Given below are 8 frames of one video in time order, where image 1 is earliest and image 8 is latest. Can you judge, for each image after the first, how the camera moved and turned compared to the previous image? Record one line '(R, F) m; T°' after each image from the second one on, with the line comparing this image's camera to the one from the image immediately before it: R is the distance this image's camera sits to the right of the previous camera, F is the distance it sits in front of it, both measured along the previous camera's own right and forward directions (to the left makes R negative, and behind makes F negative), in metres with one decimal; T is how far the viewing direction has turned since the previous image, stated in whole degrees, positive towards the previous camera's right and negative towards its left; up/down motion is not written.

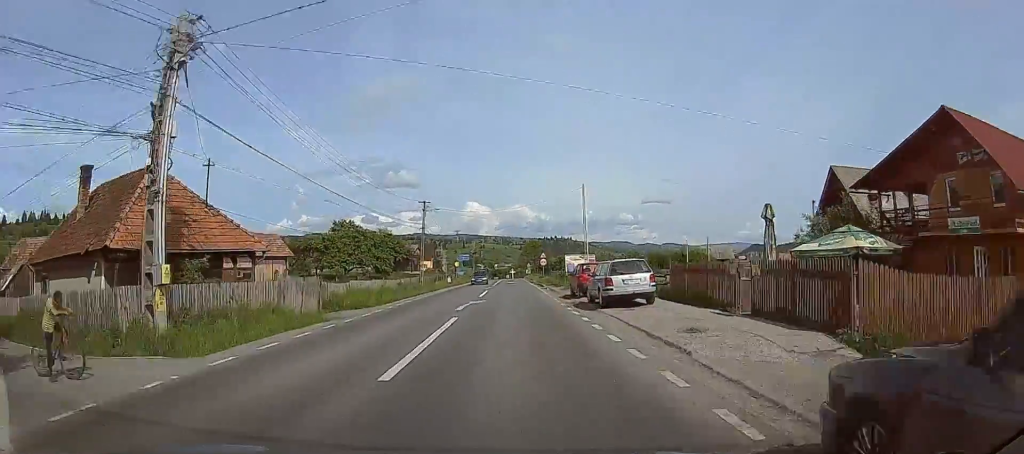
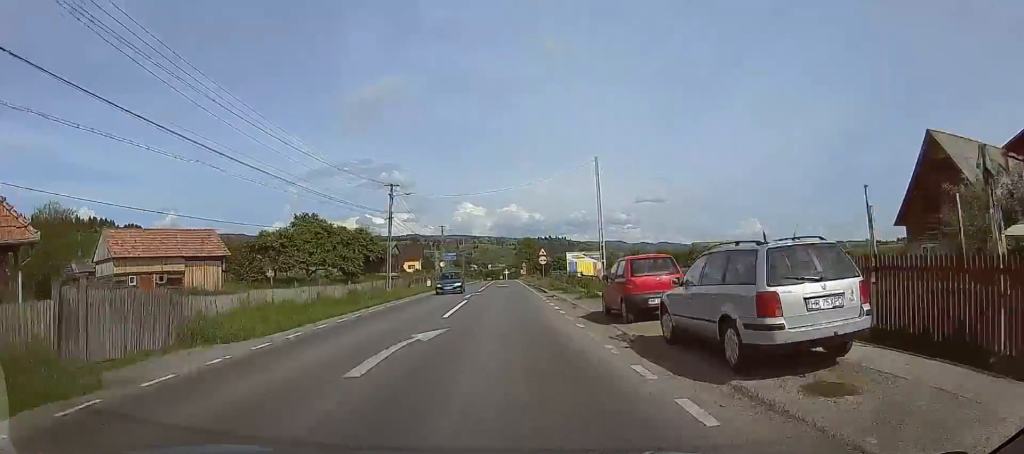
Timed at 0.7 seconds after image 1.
(0.0, +12.9) m; -1°
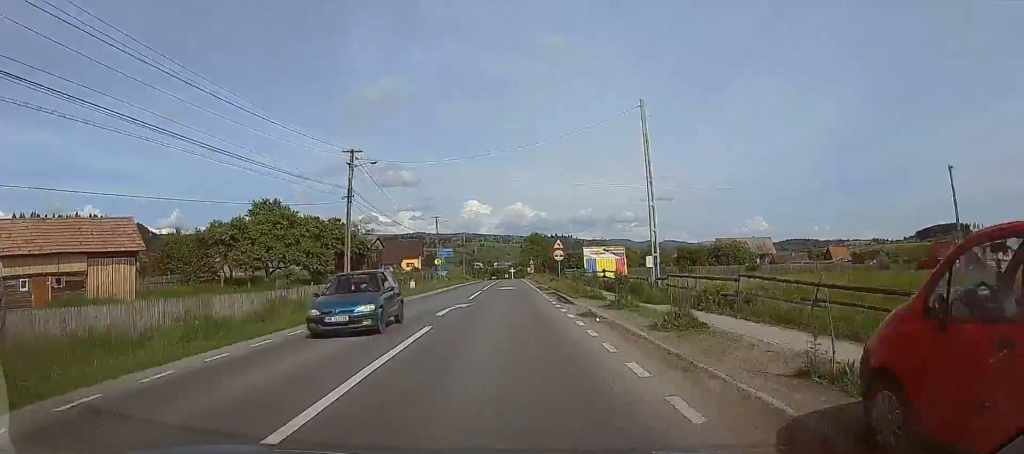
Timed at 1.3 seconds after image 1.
(-0.3, +13.3) m; 0°
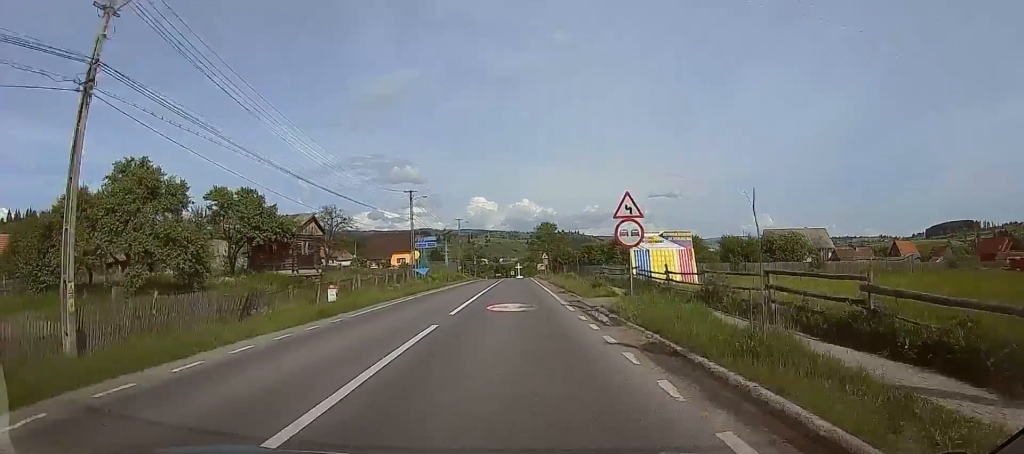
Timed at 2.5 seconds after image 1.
(+0.2, +22.3) m; +1°
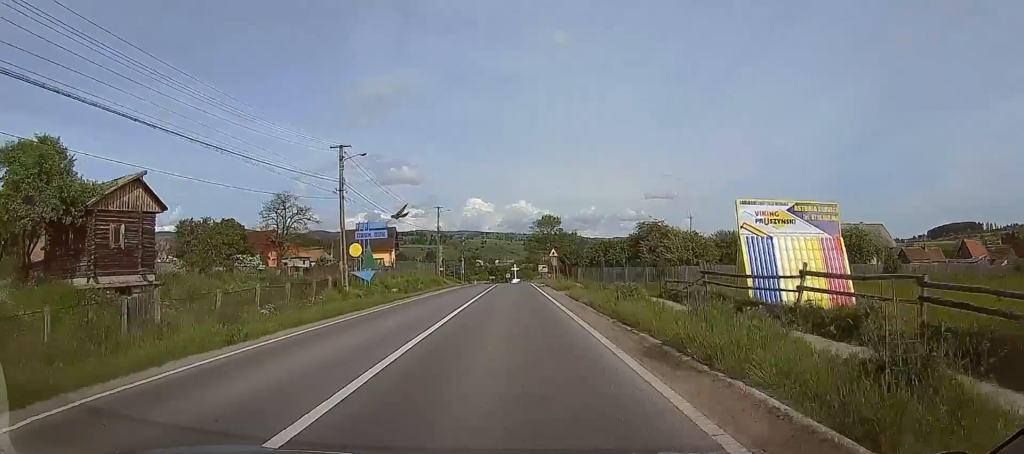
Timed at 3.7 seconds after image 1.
(+0.1, +19.8) m; -1°
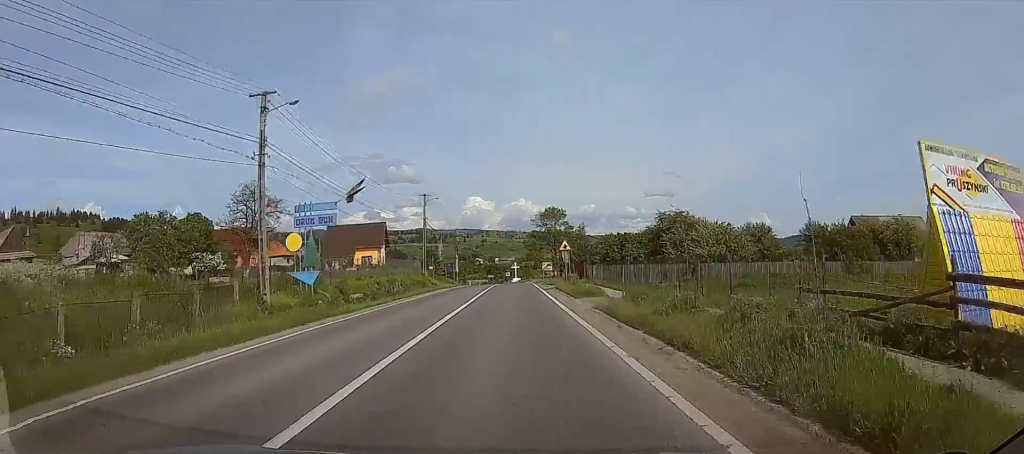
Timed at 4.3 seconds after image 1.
(-0.2, +10.9) m; 0°
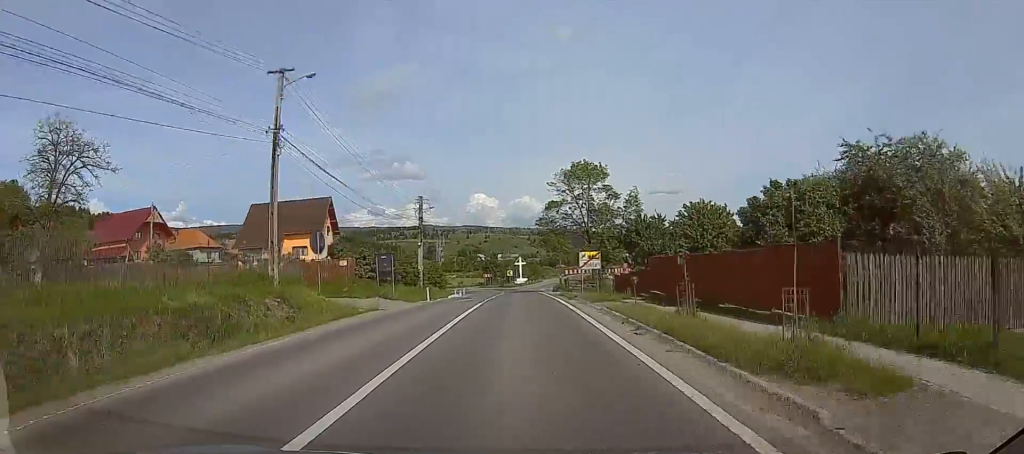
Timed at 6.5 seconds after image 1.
(+1.0, +37.6) m; +1°
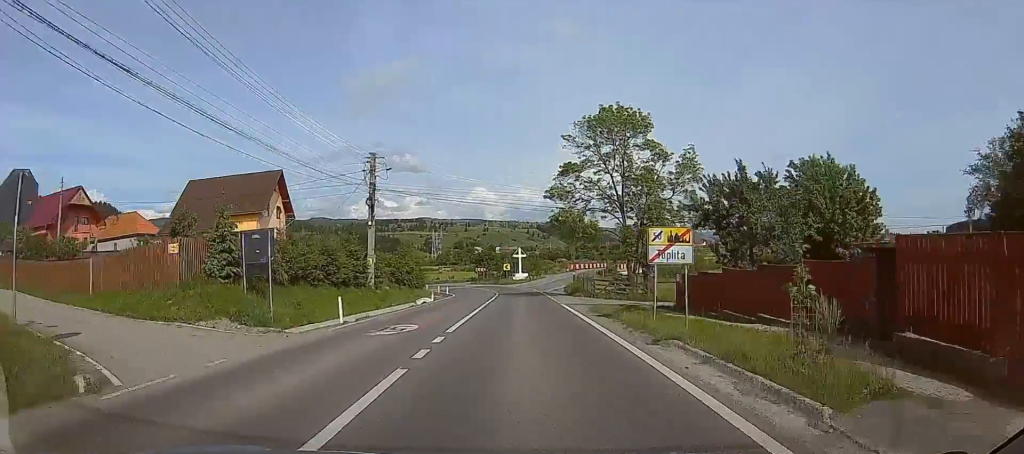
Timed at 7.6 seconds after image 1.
(-0.4, +18.7) m; -3°
